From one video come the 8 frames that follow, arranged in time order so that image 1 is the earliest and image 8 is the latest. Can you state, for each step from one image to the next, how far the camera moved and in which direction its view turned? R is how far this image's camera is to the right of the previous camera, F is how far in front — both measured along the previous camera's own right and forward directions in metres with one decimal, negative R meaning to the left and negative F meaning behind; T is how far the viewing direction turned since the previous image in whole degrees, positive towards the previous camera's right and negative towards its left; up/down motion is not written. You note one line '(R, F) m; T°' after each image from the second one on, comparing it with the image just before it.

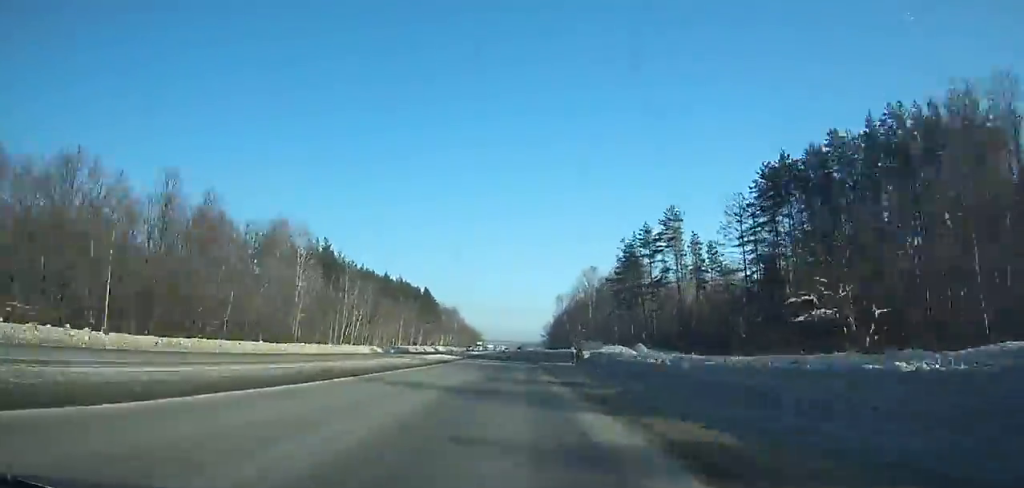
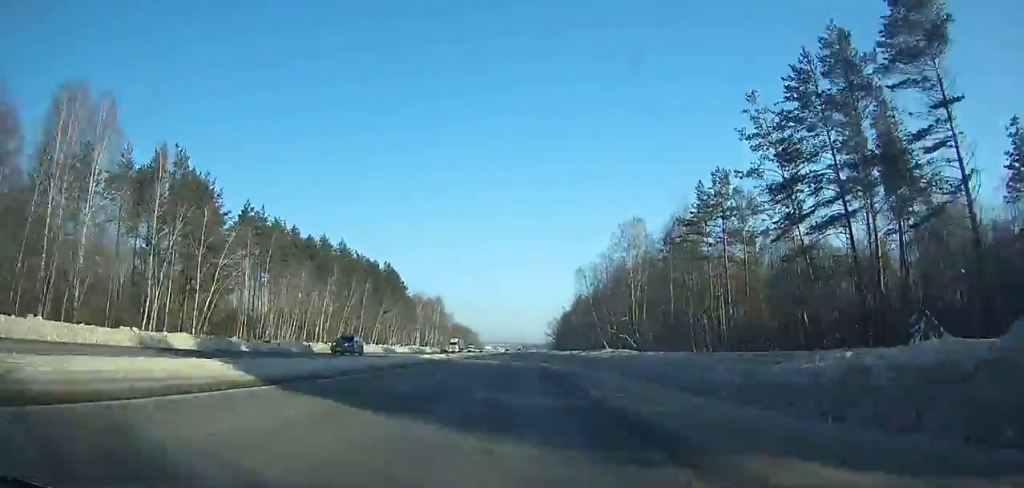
(0.0, +56.5) m; 0°
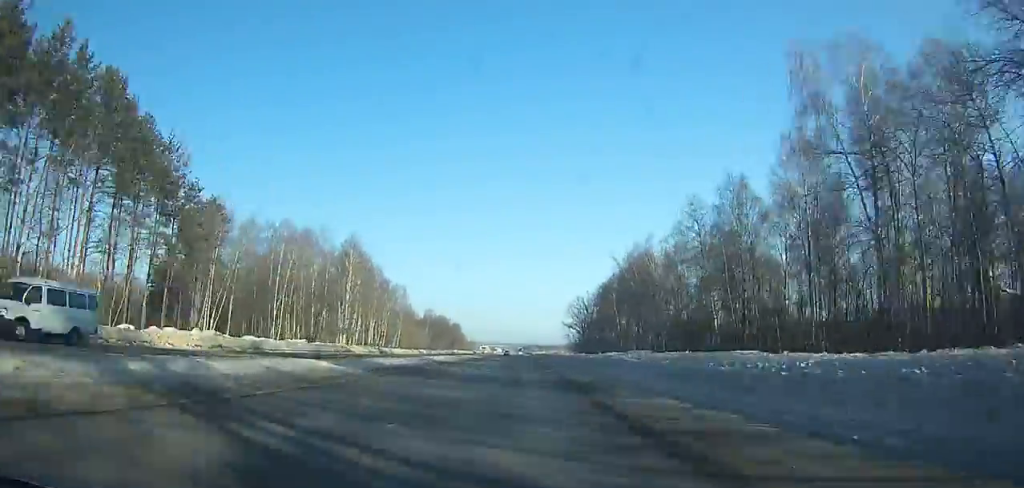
(-0.3, +107.1) m; 0°
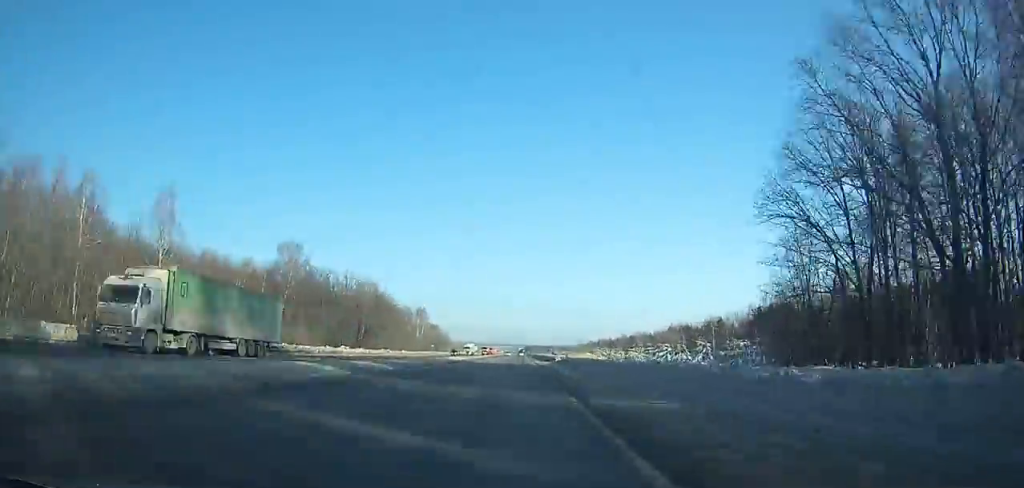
(-0.1, +139.0) m; 0°
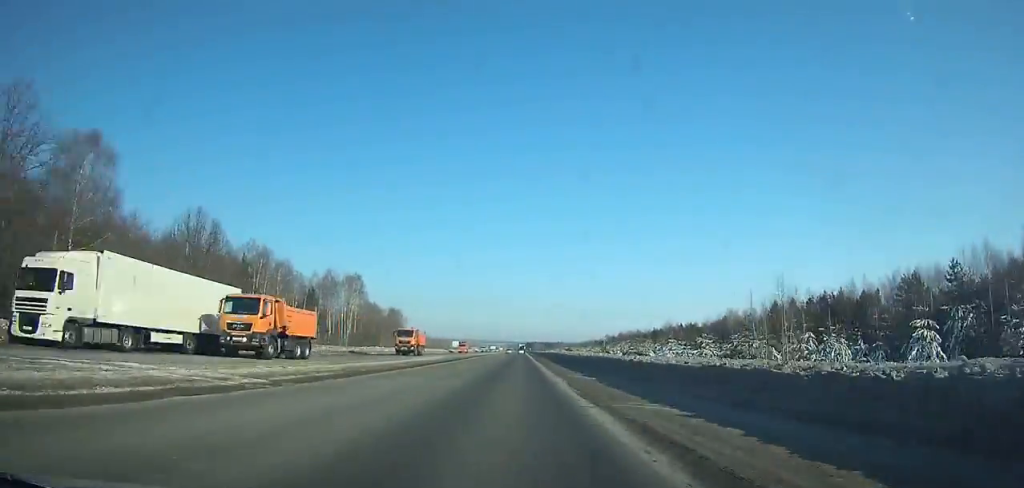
(-0.1, +101.6) m; 0°
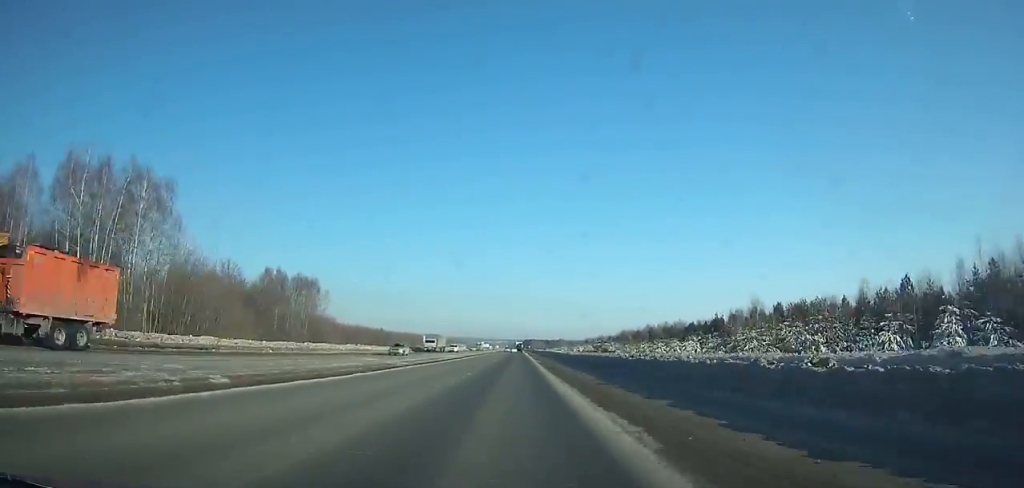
(-0.1, +87.9) m; 0°
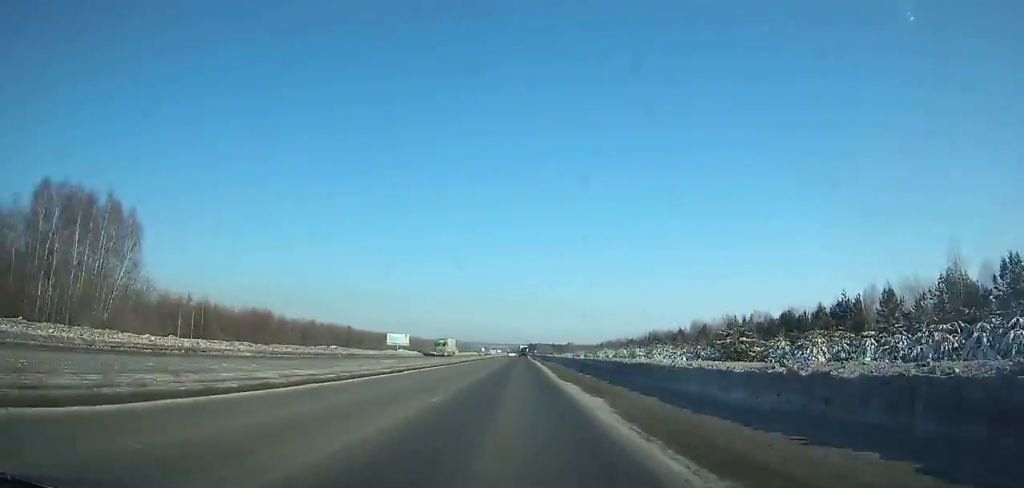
(+0.1, +71.7) m; 0°
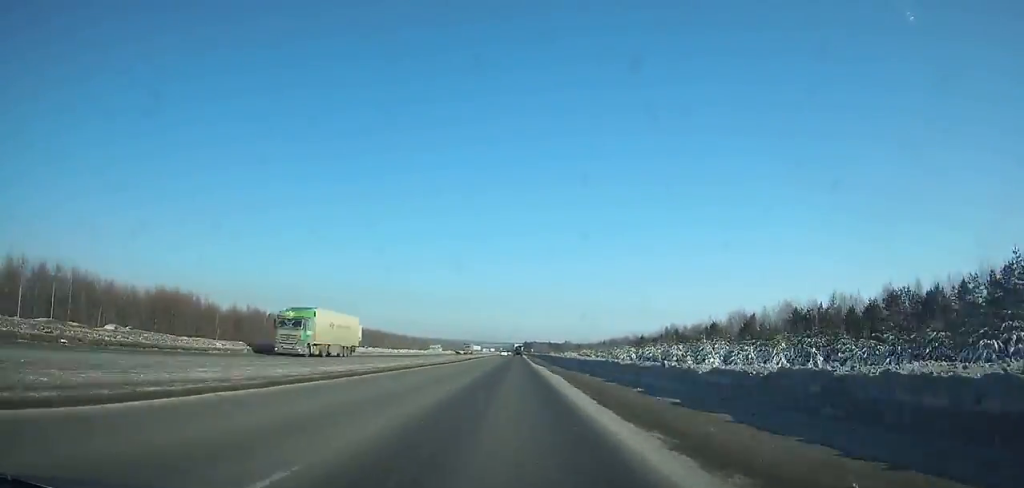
(+0.1, +45.0) m; 0°
